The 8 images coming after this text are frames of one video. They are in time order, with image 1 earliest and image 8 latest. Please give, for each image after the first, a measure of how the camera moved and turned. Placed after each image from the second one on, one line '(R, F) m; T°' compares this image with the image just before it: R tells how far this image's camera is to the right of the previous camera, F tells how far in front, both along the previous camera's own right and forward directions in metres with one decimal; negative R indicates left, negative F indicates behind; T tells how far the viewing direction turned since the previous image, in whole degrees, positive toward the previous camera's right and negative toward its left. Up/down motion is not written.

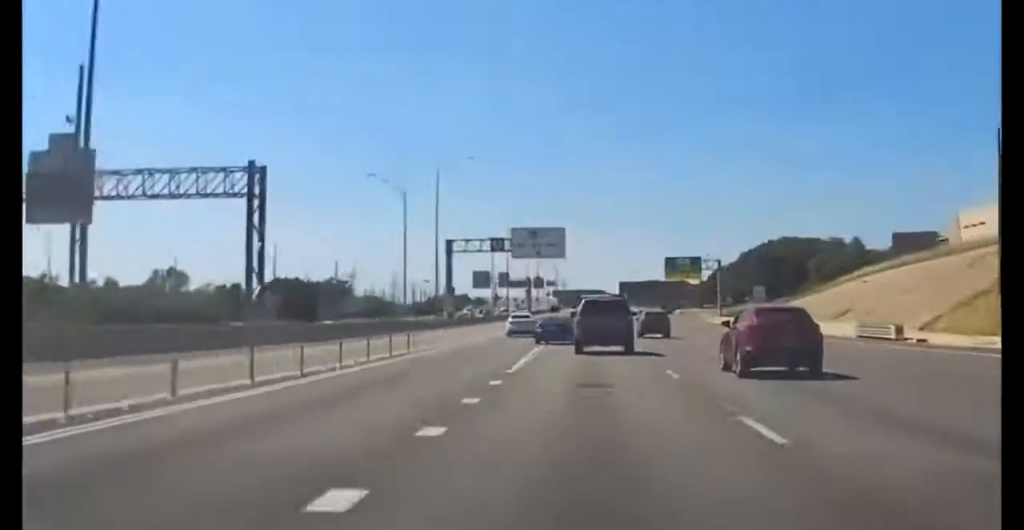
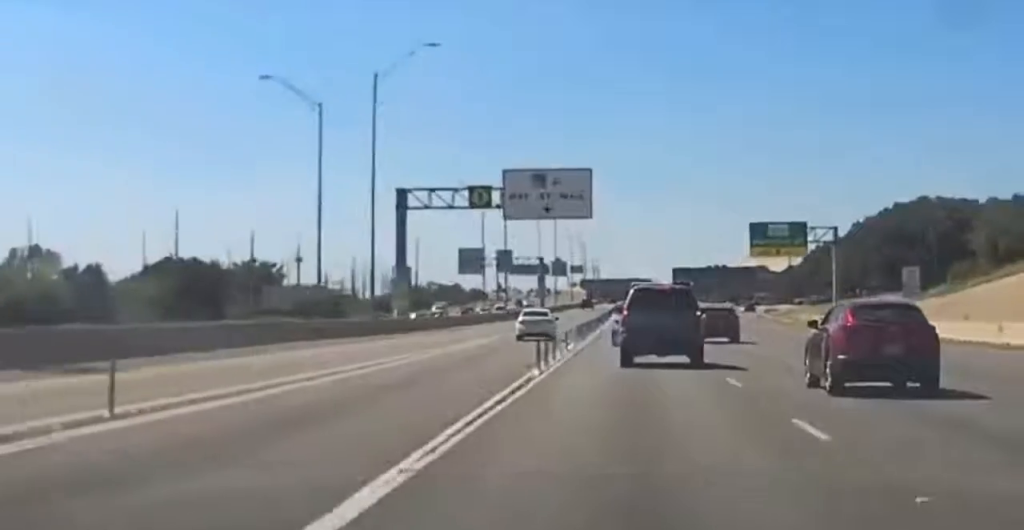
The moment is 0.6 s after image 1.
(0.0, +17.9) m; 0°
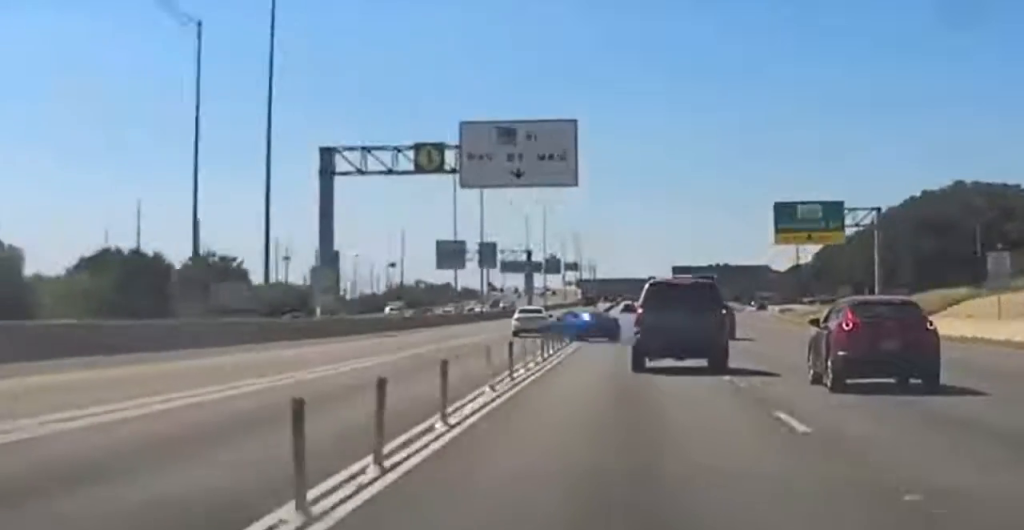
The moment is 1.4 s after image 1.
(0.0, +20.4) m; 0°
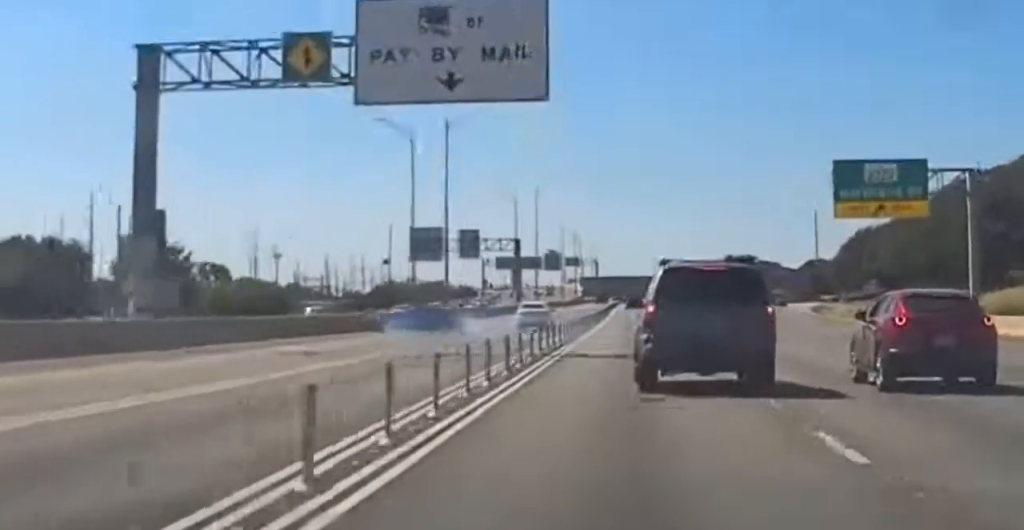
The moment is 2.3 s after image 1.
(0.0, +24.3) m; 0°
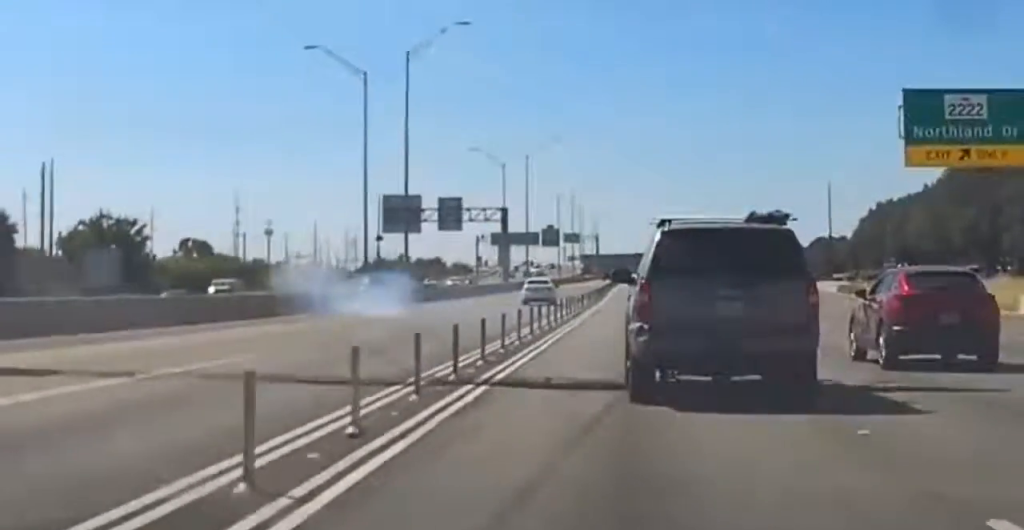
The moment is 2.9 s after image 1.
(0.0, +17.6) m; 0°
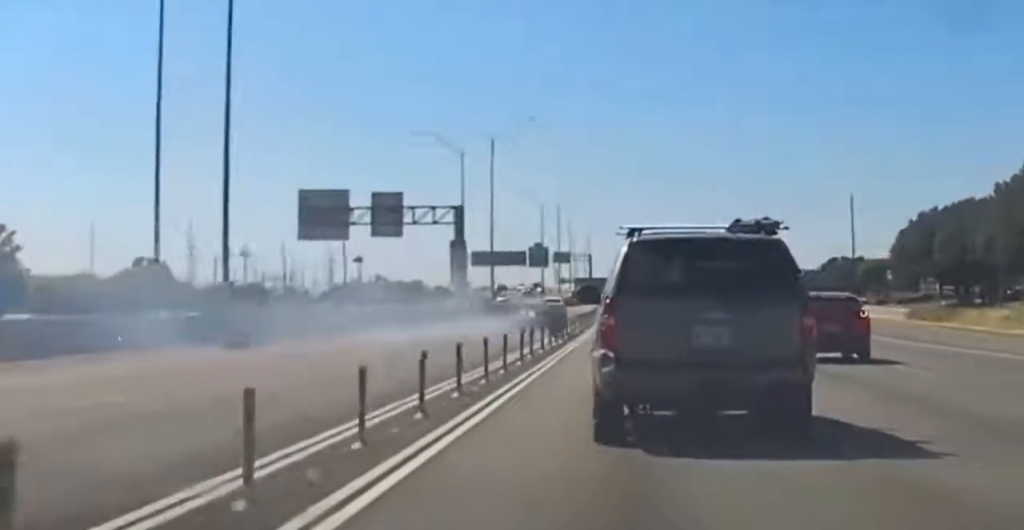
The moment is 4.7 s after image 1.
(0.0, +44.9) m; 0°
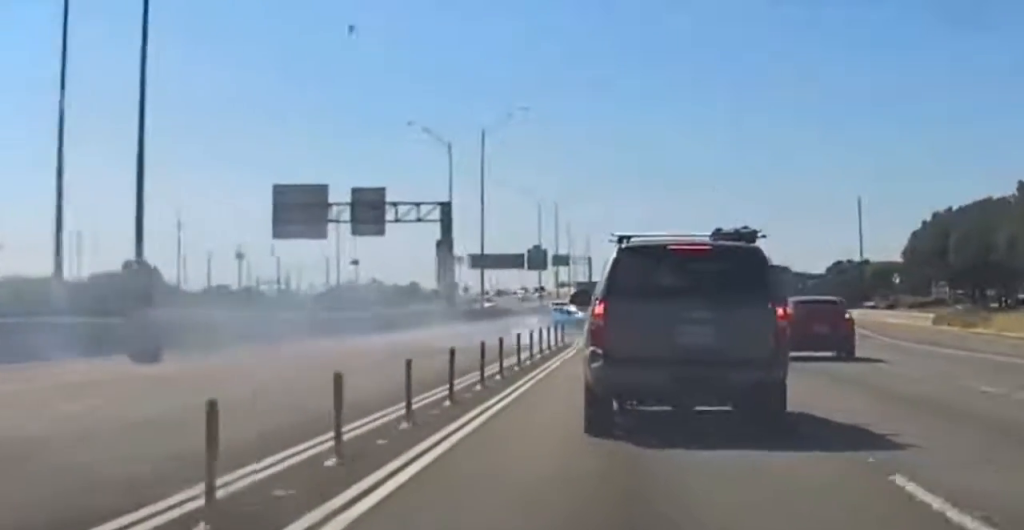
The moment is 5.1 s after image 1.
(0.0, +11.9) m; 0°
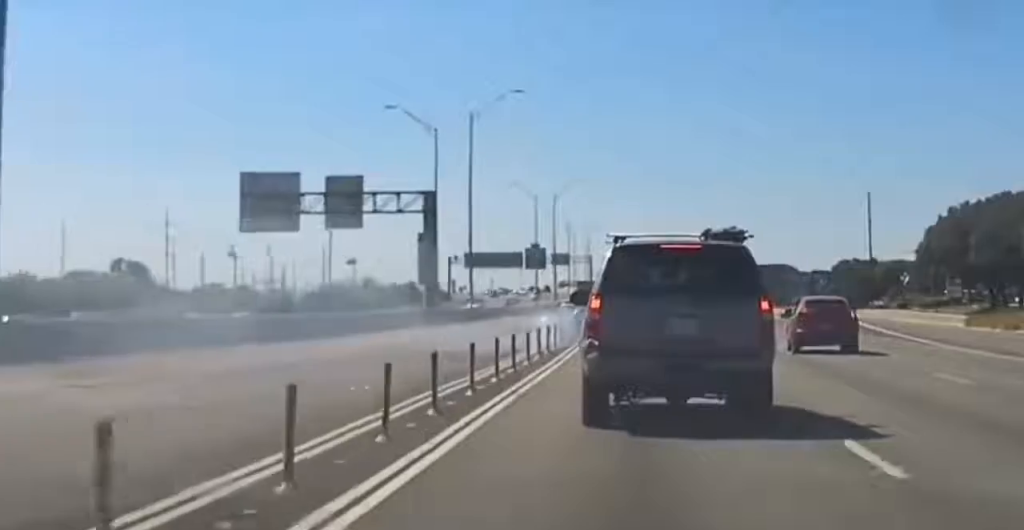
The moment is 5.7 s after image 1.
(0.0, +13.5) m; 0°
